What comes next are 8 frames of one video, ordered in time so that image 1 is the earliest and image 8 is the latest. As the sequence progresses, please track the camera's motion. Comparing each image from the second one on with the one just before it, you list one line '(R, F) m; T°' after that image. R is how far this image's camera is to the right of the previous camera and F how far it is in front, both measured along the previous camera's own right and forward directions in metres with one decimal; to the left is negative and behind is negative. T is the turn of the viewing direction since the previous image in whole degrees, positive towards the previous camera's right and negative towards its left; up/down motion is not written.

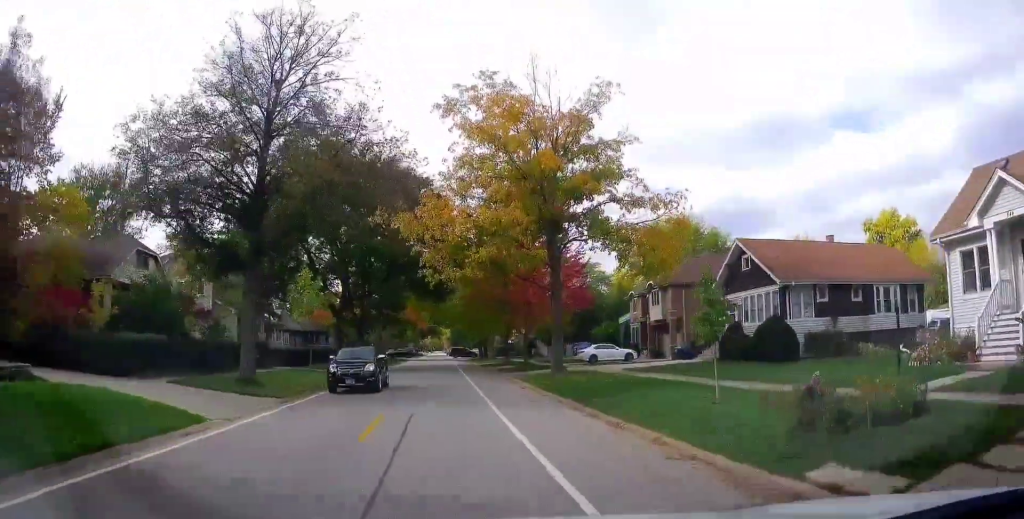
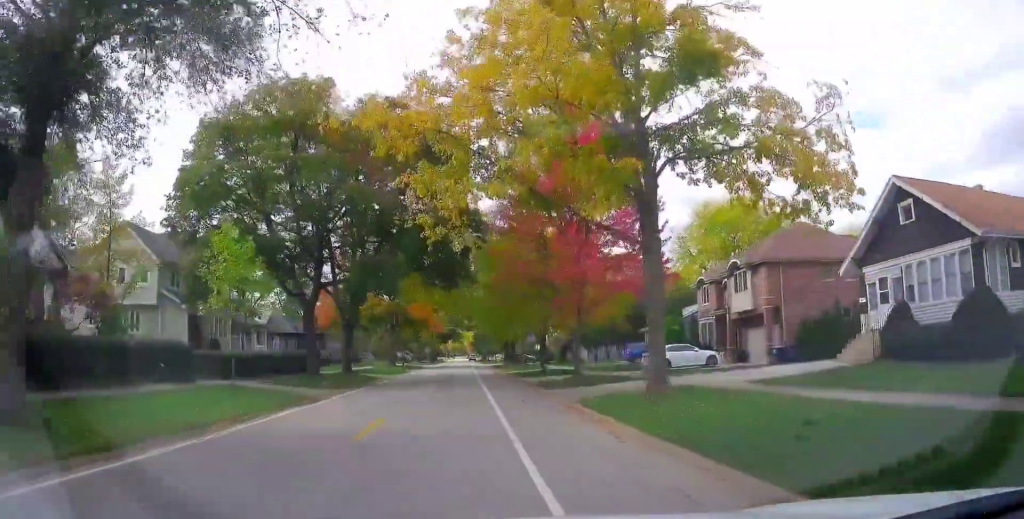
(-0.3, +12.5) m; -3°
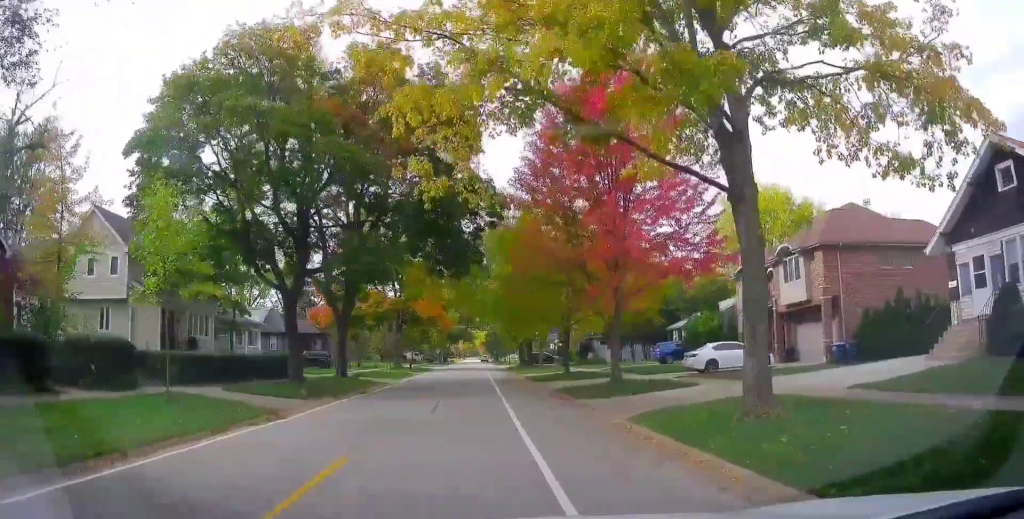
(-0.1, +5.1) m; -1°
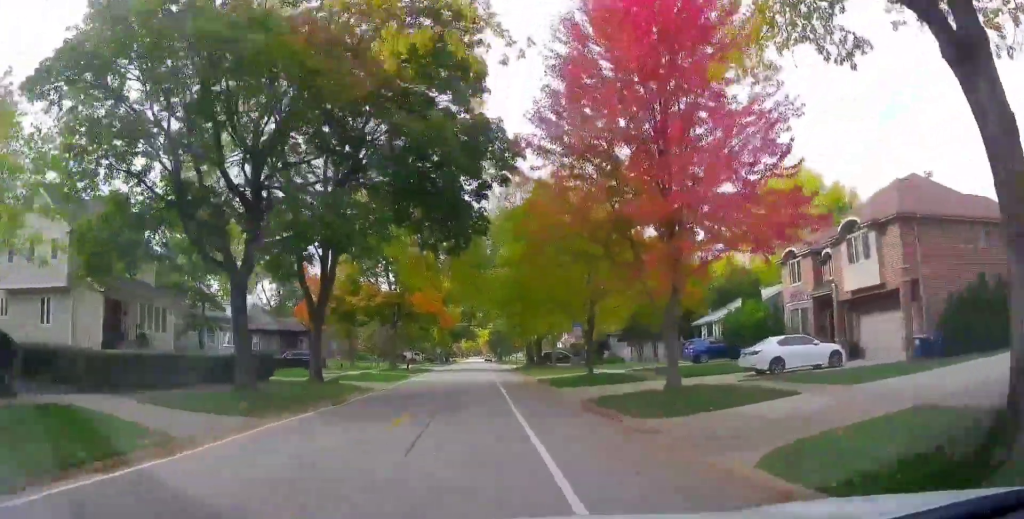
(0.0, +6.3) m; 0°
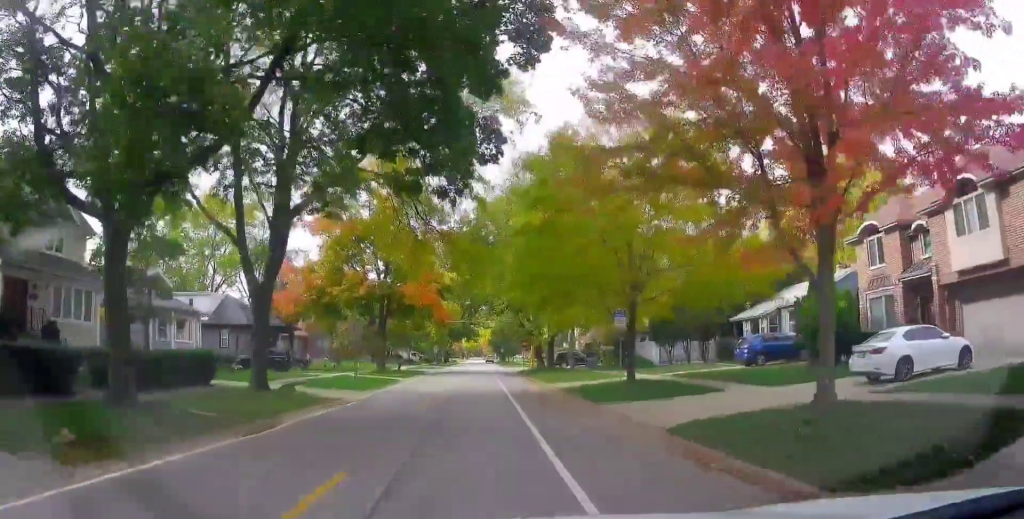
(0.0, +7.5) m; 0°
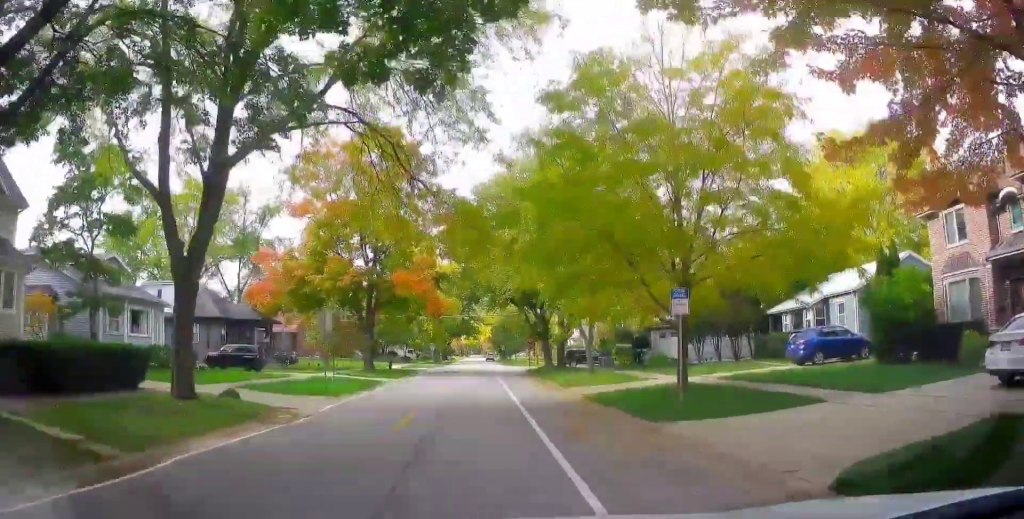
(0.0, +5.5) m; 0°
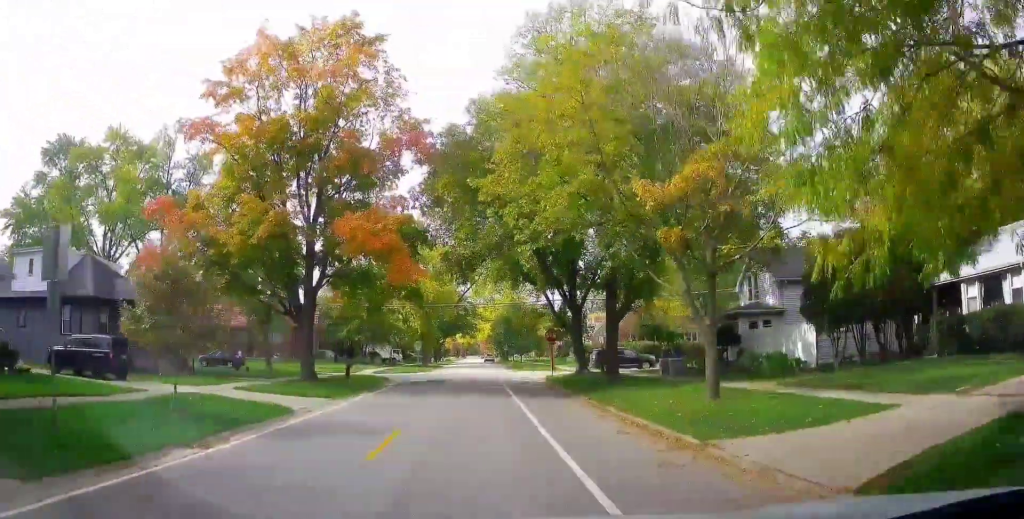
(0.0, +15.8) m; 0°
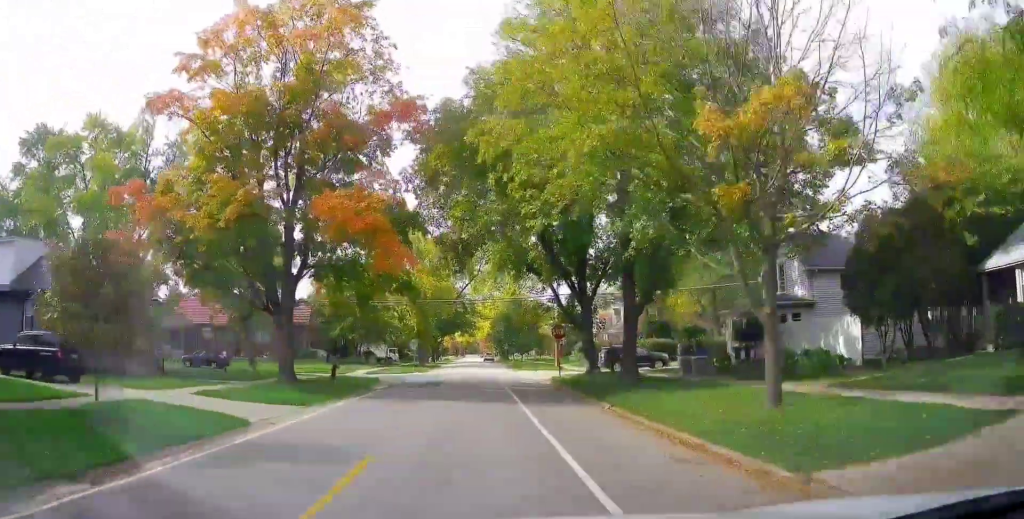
(0.0, +3.4) m; 0°
